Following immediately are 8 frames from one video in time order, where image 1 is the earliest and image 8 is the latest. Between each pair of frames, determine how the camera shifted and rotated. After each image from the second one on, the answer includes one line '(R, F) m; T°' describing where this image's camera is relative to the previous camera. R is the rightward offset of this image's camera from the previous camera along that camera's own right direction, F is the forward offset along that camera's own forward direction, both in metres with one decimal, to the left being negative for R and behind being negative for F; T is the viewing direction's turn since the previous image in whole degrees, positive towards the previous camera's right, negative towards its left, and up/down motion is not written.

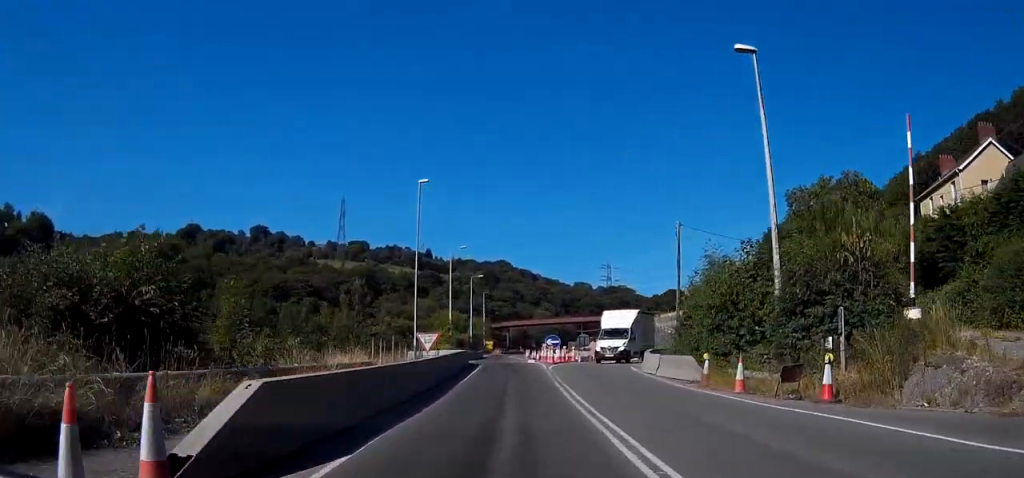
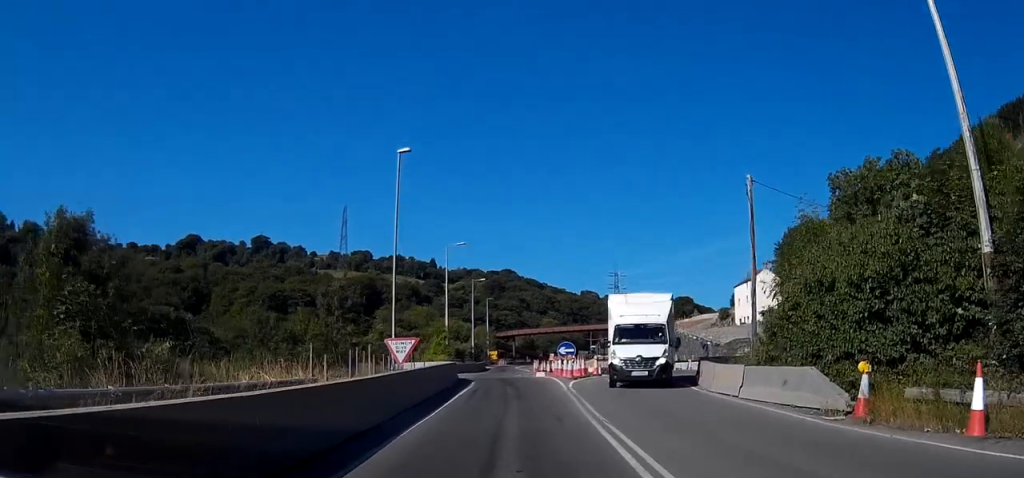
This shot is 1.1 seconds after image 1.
(+0.2, +10.1) m; +1°
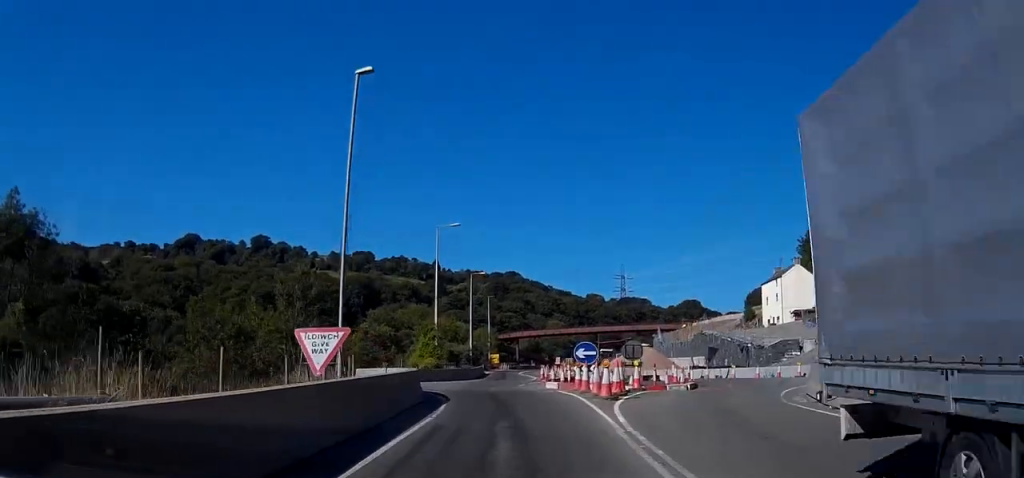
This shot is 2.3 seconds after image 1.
(+0.1, +11.4) m; +2°
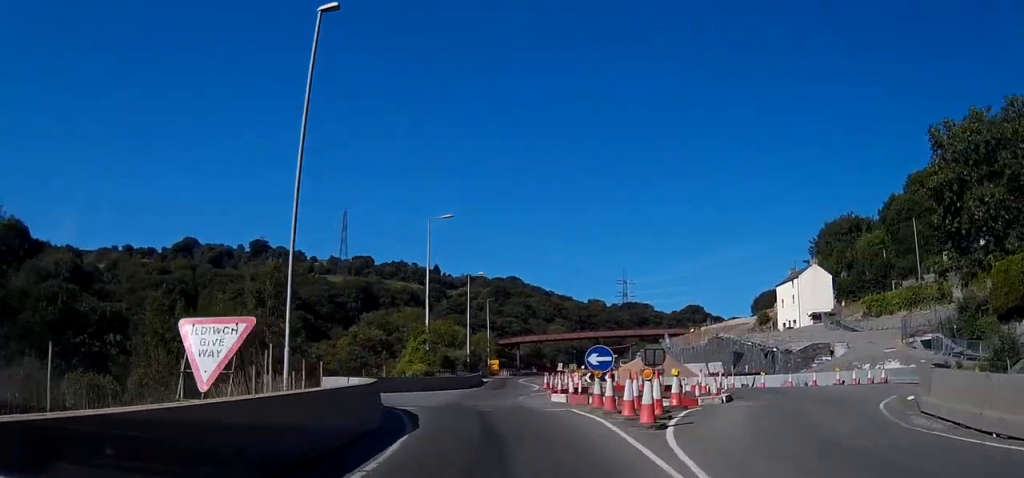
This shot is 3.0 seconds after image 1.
(+0.1, +5.8) m; +1°
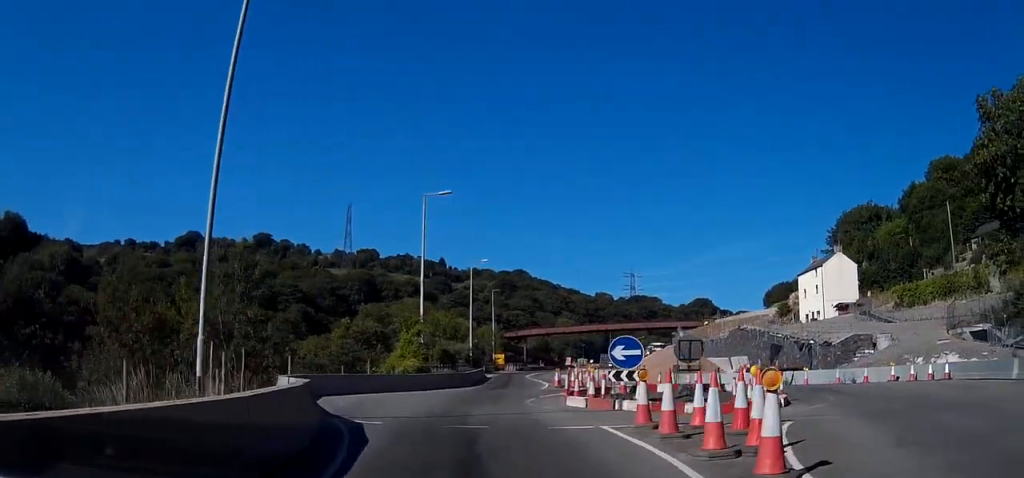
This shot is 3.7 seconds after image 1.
(-0.1, +5.8) m; -1°
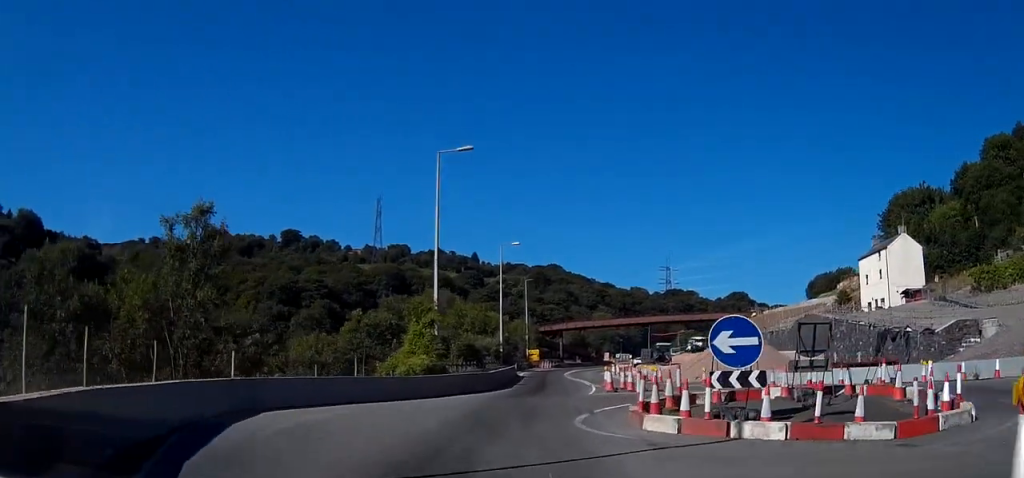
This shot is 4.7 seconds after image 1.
(-0.1, +9.0) m; -1°
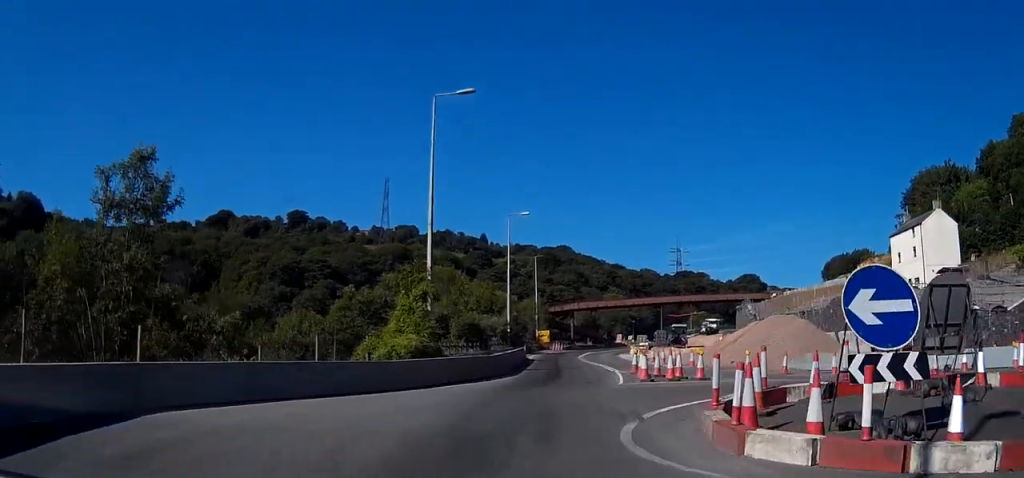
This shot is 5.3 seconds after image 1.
(0.0, +5.9) m; 0°
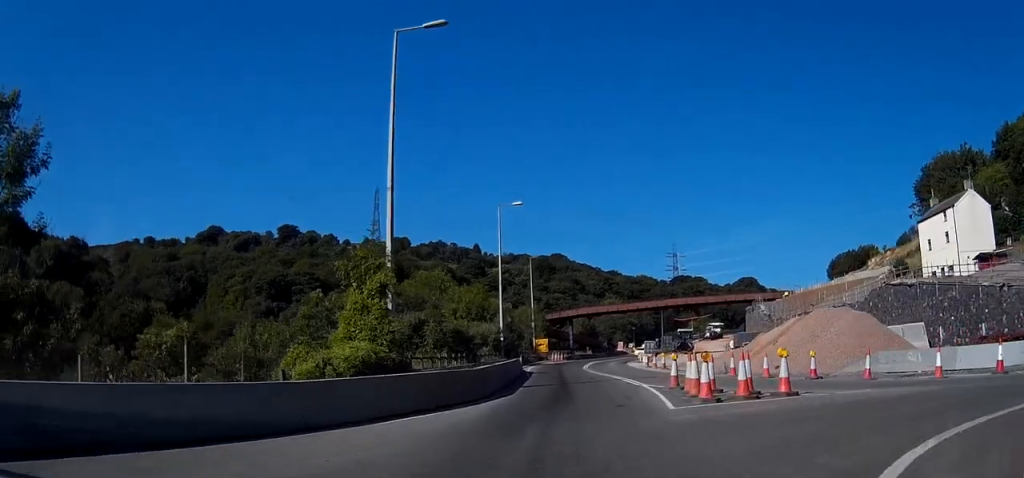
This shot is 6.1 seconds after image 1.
(-0.1, +7.7) m; 0°
